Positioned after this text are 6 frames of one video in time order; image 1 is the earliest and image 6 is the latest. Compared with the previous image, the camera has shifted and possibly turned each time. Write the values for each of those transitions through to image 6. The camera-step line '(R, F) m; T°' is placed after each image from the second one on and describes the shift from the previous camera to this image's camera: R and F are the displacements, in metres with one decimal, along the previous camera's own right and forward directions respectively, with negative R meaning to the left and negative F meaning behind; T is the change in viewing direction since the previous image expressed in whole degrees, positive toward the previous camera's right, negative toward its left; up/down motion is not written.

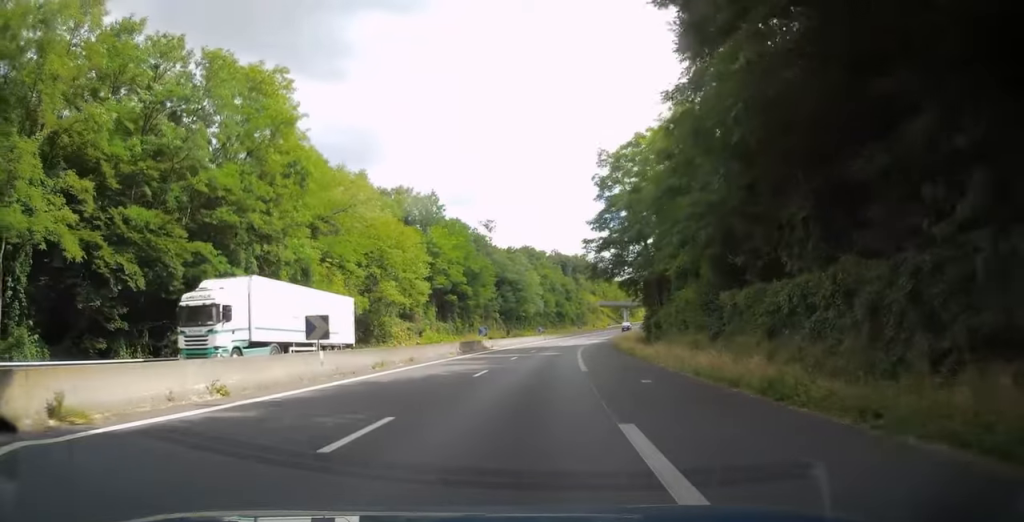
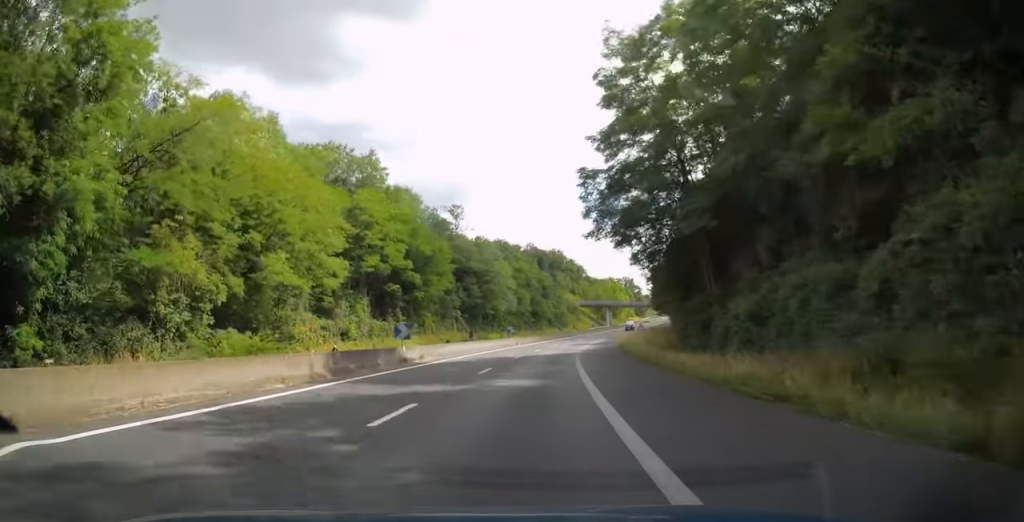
(+0.6, +23.9) m; +2°
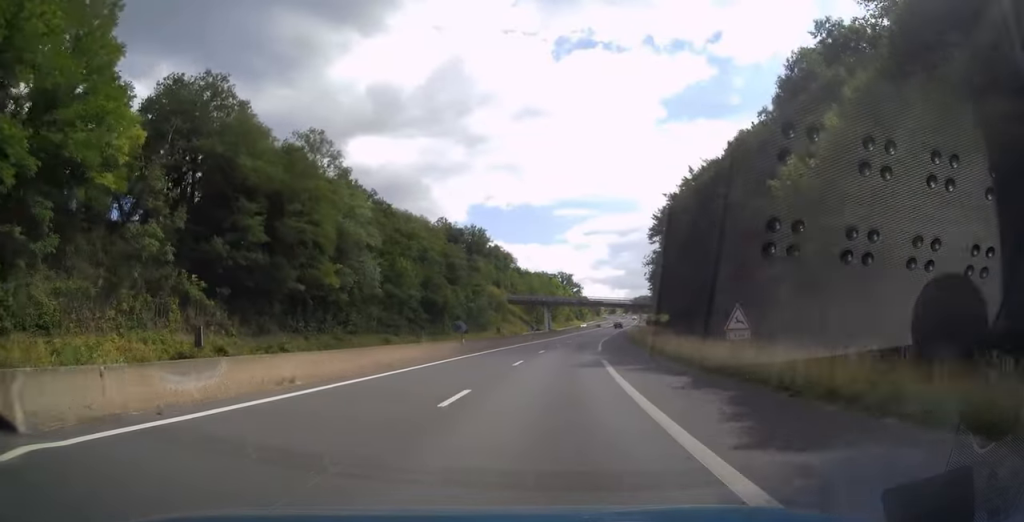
(+3.4, +62.8) m; +7°
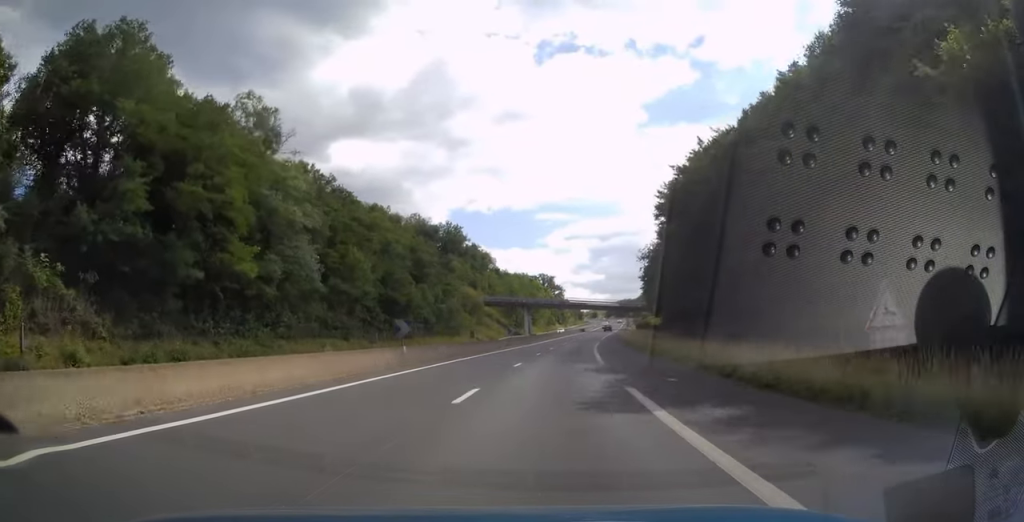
(+0.5, +12.1) m; +2°
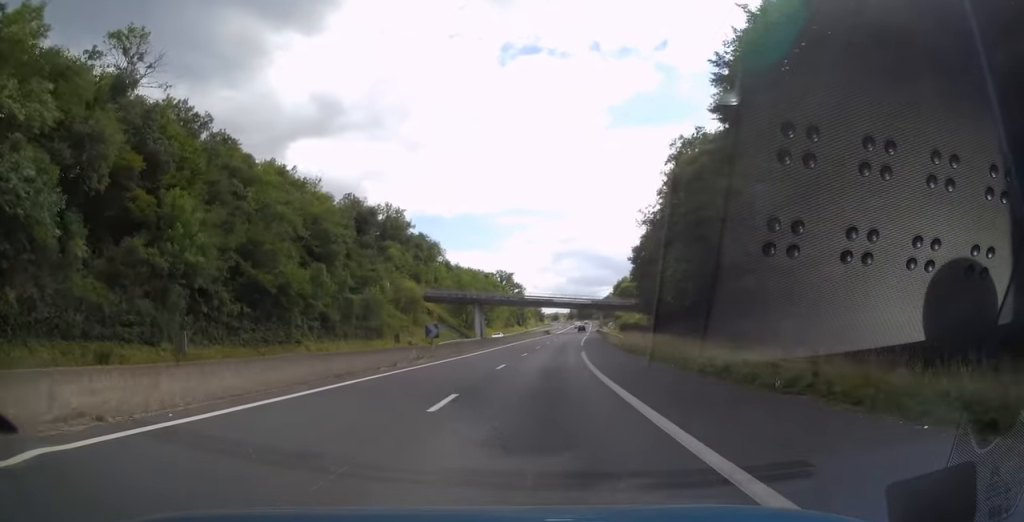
(+0.8, +27.3) m; +3°
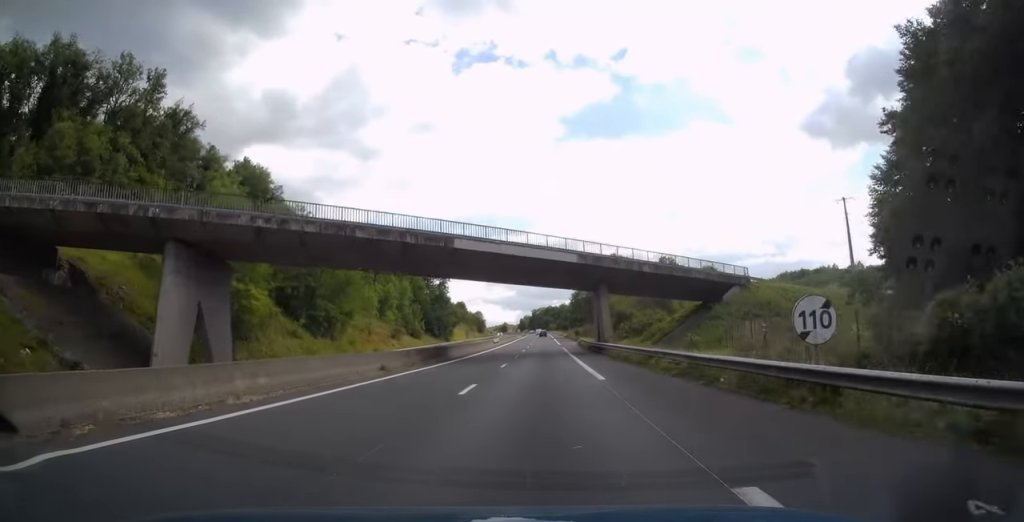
(+5.9, +87.0) m; +6°
